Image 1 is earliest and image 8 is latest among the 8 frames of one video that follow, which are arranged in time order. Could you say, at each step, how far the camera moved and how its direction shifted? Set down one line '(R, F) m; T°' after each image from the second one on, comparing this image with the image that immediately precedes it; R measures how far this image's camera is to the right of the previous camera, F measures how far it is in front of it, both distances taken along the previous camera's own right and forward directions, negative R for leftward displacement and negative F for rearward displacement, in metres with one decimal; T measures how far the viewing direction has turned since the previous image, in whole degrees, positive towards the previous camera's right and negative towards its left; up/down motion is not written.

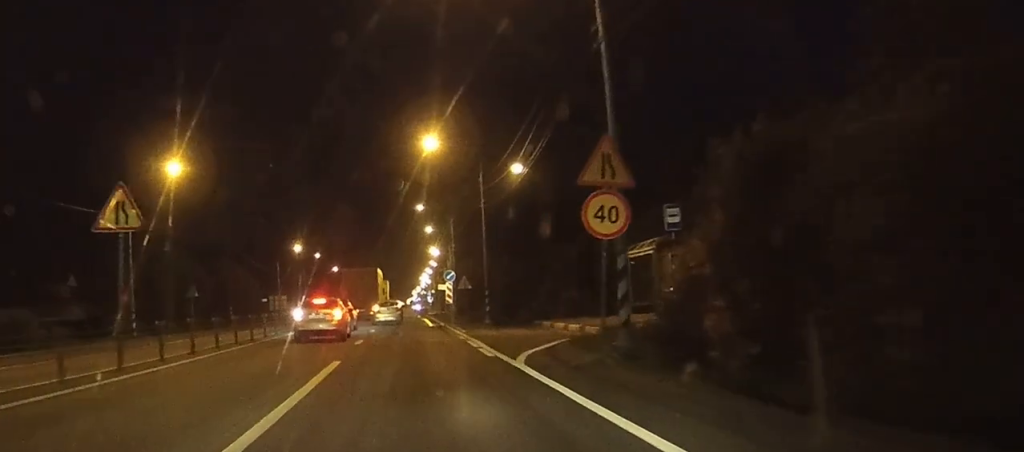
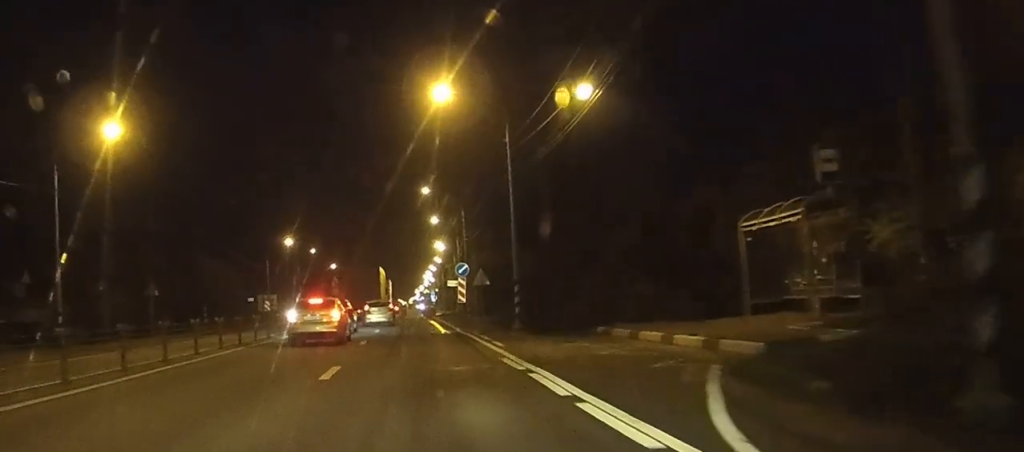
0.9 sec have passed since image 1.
(0.0, +11.9) m; 0°
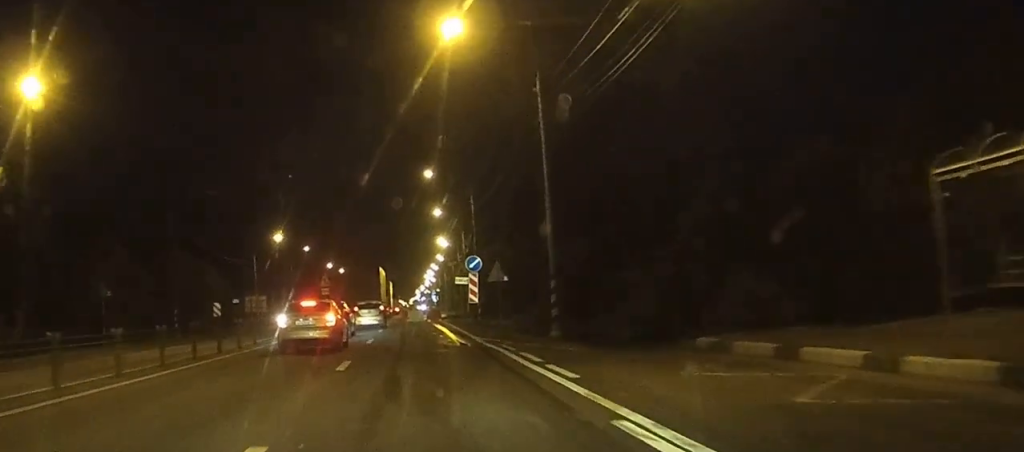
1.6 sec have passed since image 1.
(0.0, +9.0) m; 0°
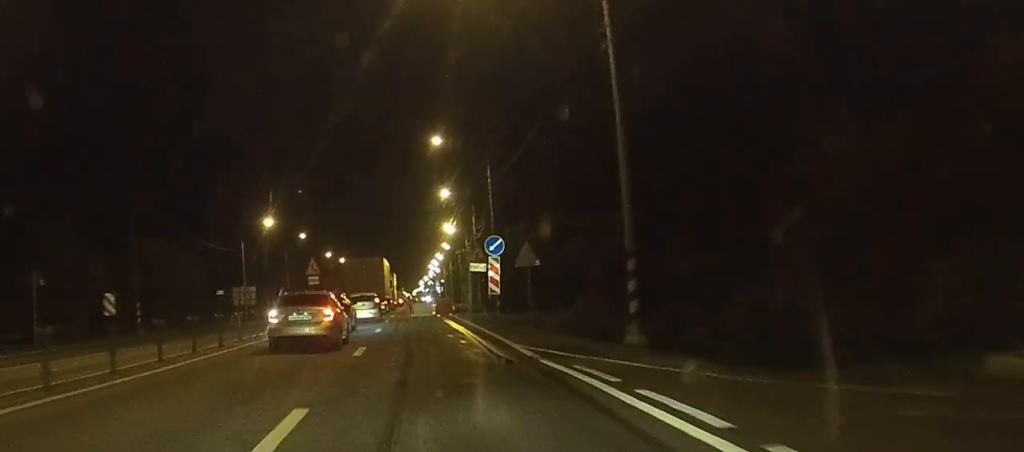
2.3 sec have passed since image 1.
(0.0, +9.2) m; 0°
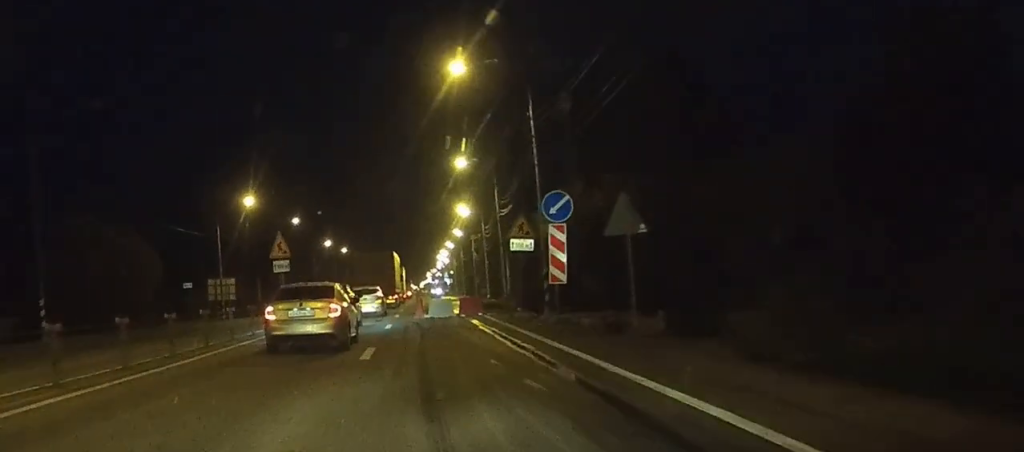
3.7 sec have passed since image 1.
(-0.1, +15.5) m; -1°
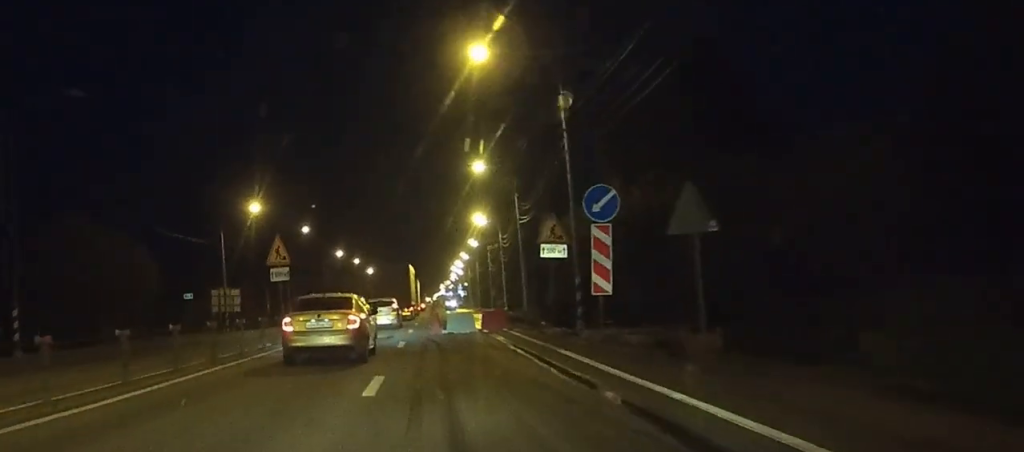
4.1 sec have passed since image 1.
(0.0, +4.4) m; 0°
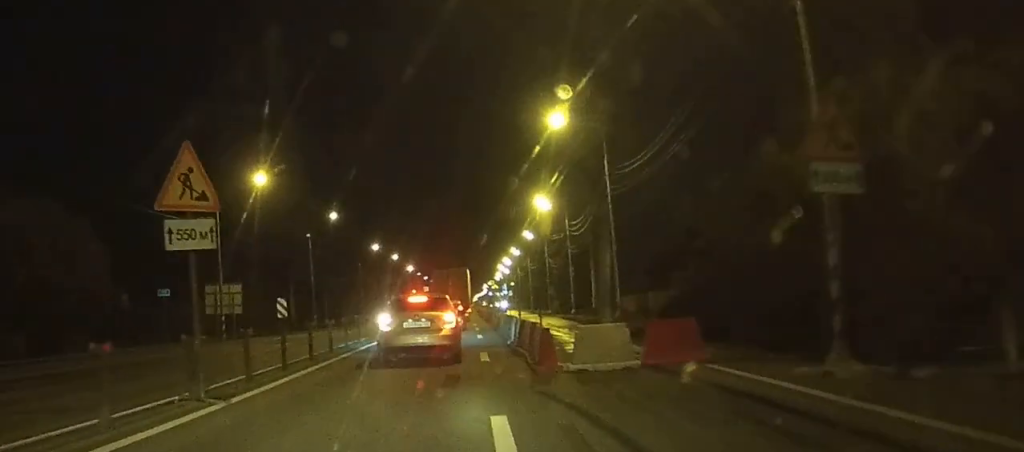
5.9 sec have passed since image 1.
(-0.3, +18.5) m; -1°
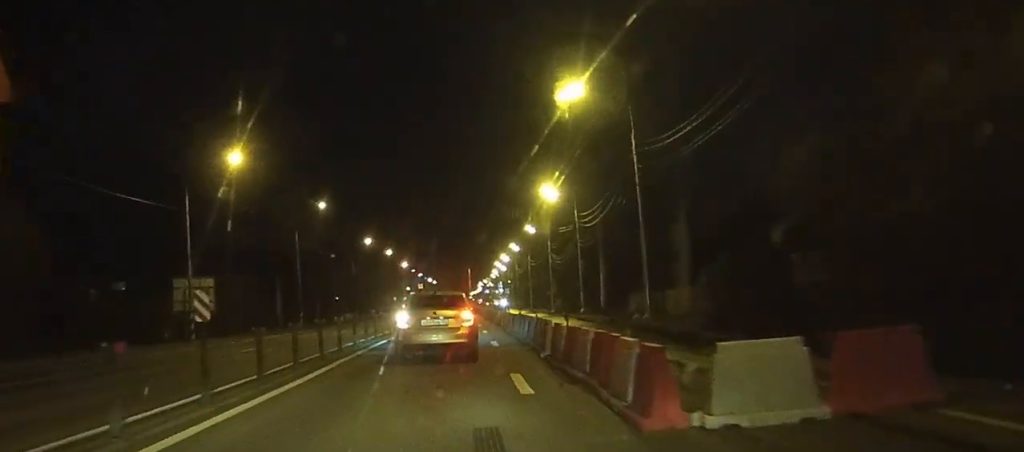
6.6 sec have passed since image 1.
(0.0, +7.0) m; 0°
